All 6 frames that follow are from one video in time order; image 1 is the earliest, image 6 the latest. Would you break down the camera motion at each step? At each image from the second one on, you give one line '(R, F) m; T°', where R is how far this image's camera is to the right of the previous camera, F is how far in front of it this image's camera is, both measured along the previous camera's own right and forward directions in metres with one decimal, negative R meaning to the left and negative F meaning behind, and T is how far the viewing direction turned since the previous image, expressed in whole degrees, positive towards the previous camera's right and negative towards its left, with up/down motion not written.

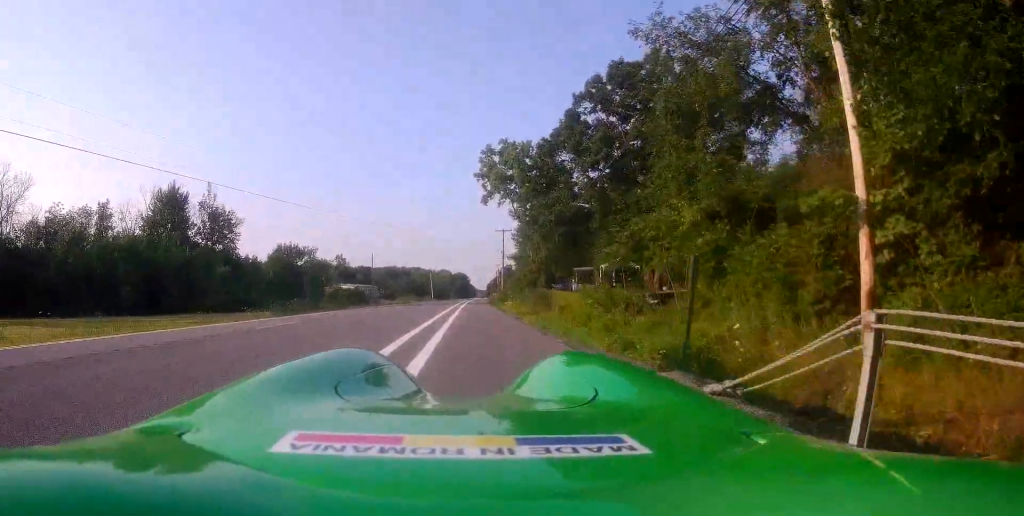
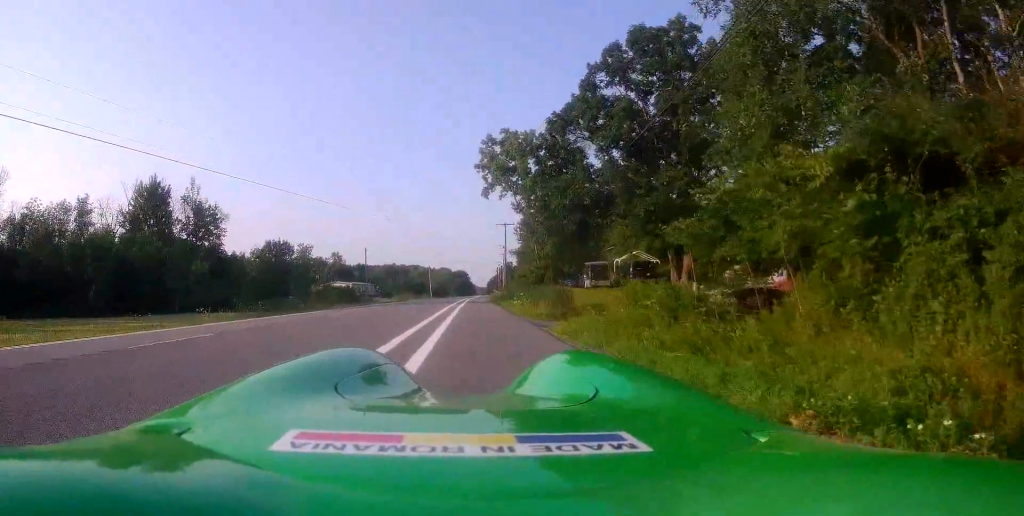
(-0.3, +5.5) m; -2°
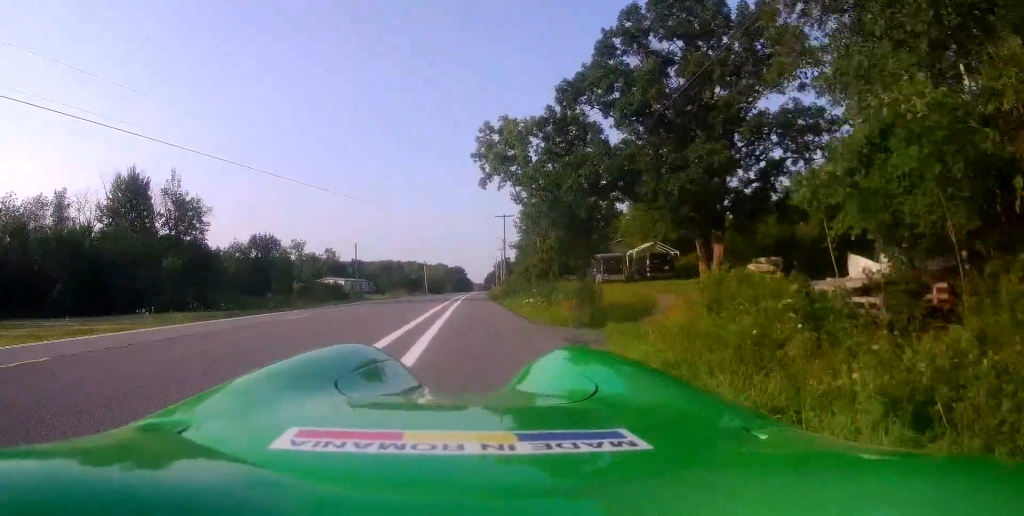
(-0.2, +4.9) m; -1°
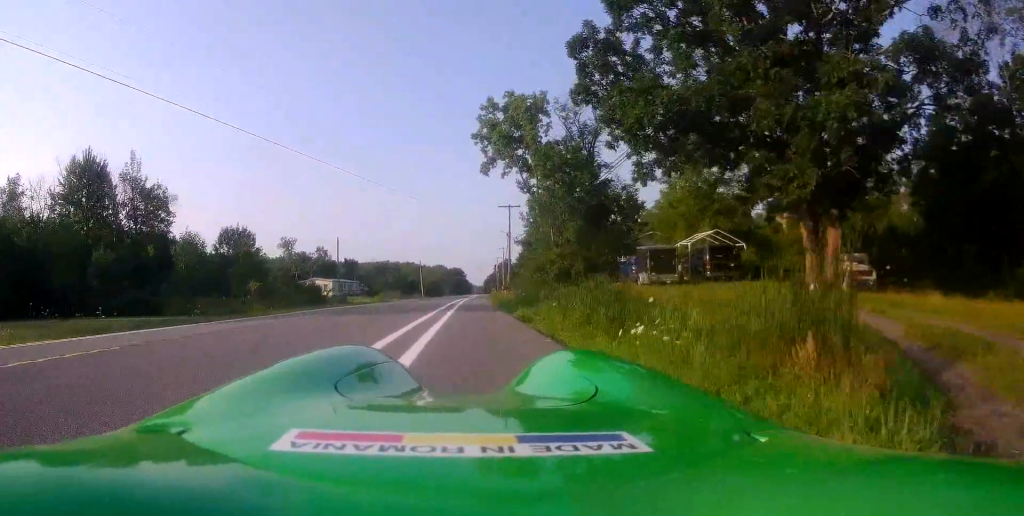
(+0.4, +10.4) m; +2°
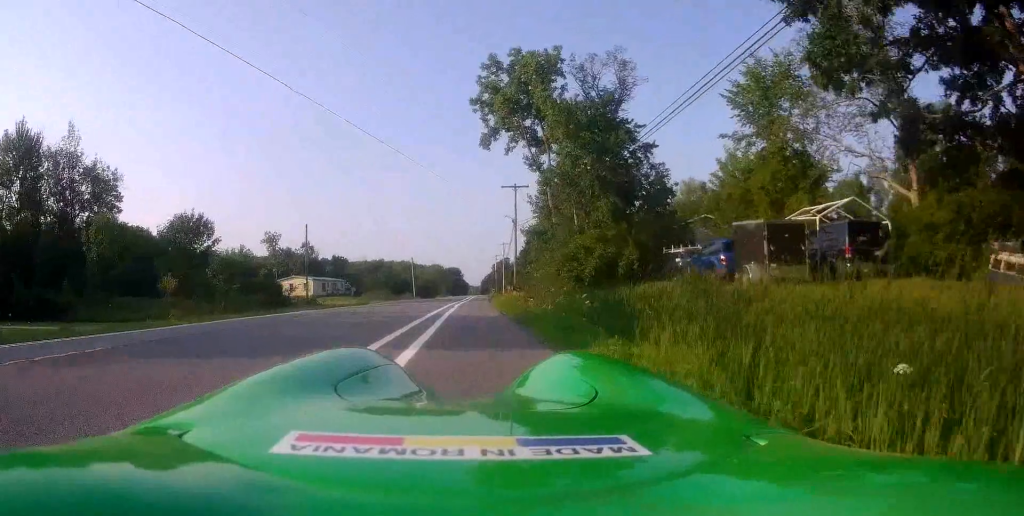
(0.0, +12.1) m; 0°
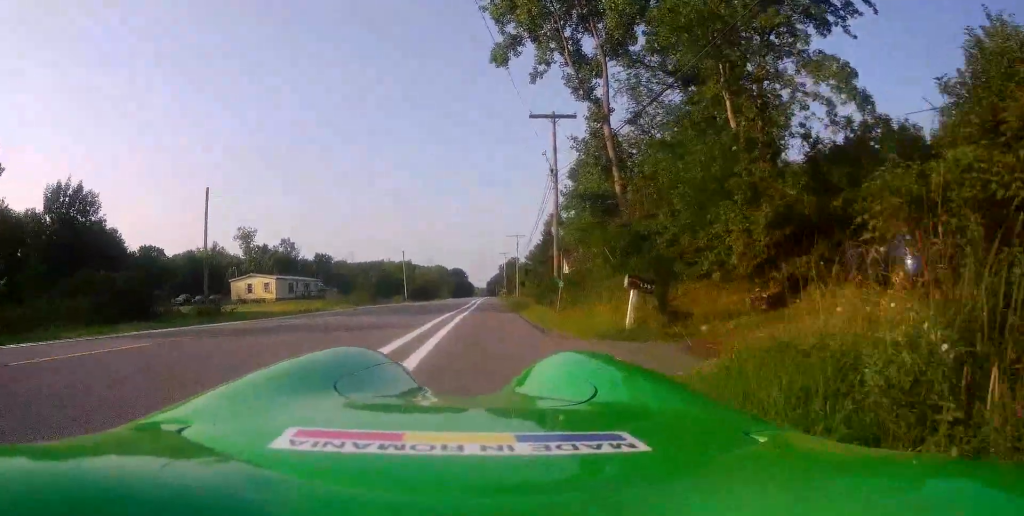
(-0.8, +22.9) m; -3°
